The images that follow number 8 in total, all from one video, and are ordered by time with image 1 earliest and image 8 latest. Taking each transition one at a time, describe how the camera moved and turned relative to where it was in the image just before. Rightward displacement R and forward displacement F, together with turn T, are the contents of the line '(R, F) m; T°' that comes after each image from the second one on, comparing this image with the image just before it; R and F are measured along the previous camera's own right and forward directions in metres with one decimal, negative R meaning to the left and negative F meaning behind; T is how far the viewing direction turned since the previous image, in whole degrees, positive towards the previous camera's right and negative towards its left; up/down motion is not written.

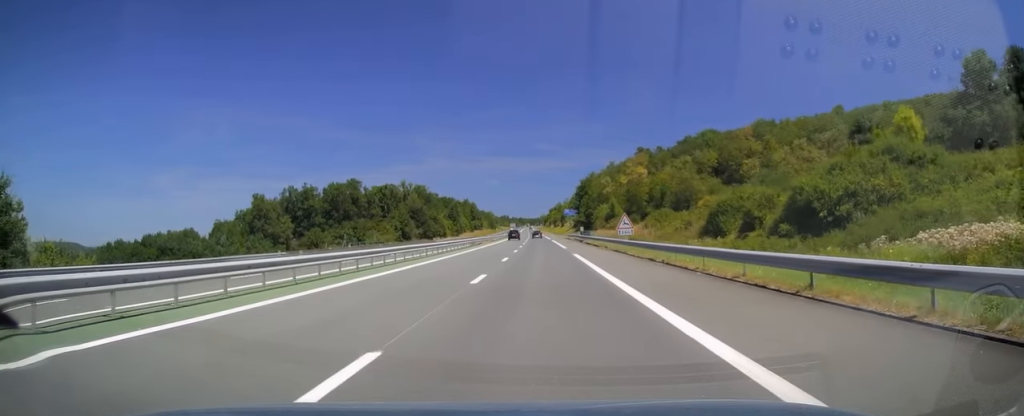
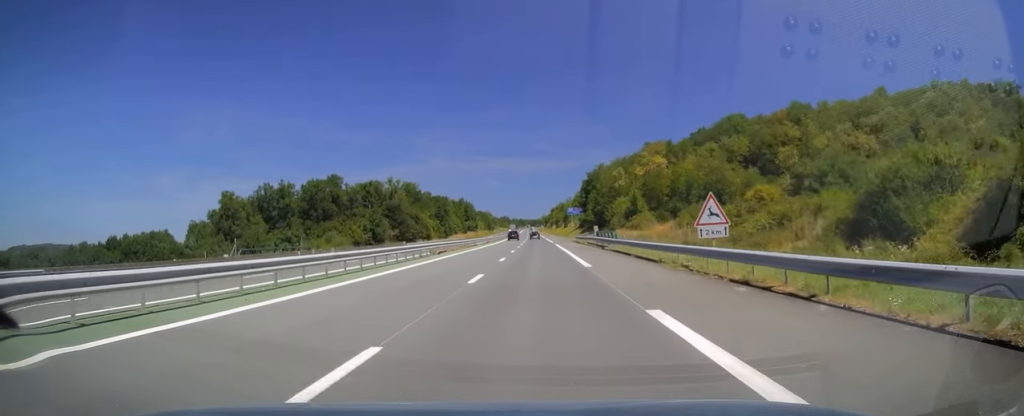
(0.0, +25.1) m; 0°
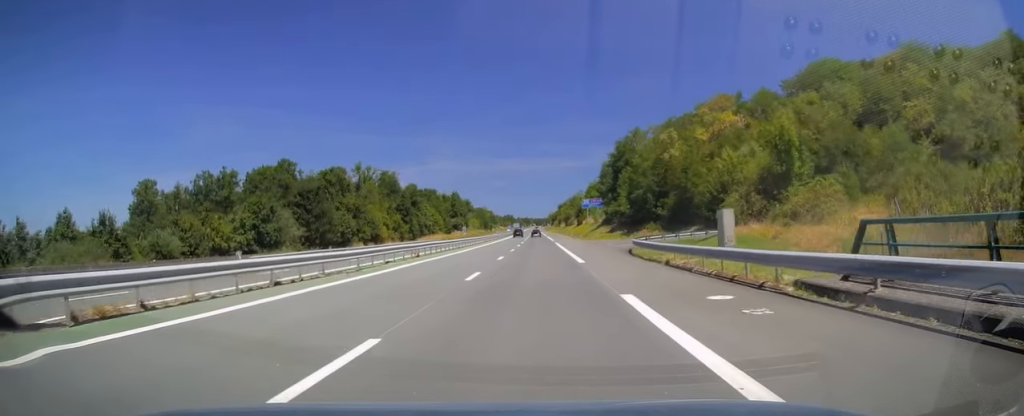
(-0.4, +50.0) m; -1°
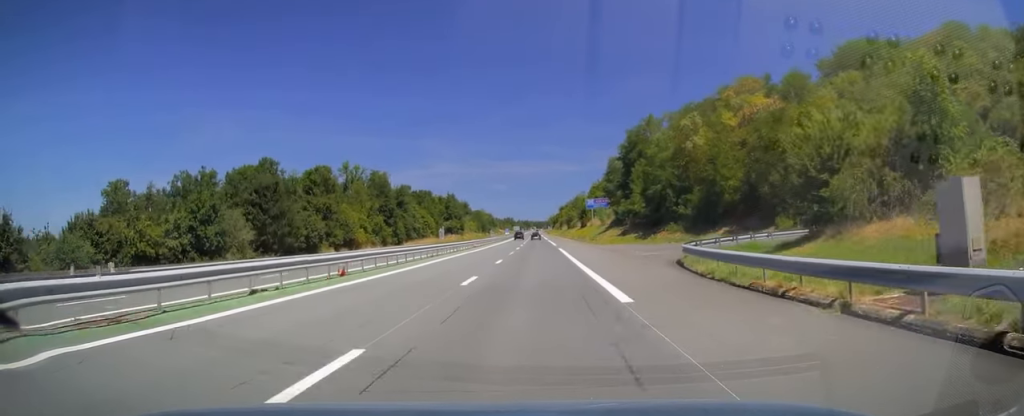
(0.0, +13.2) m; 0°
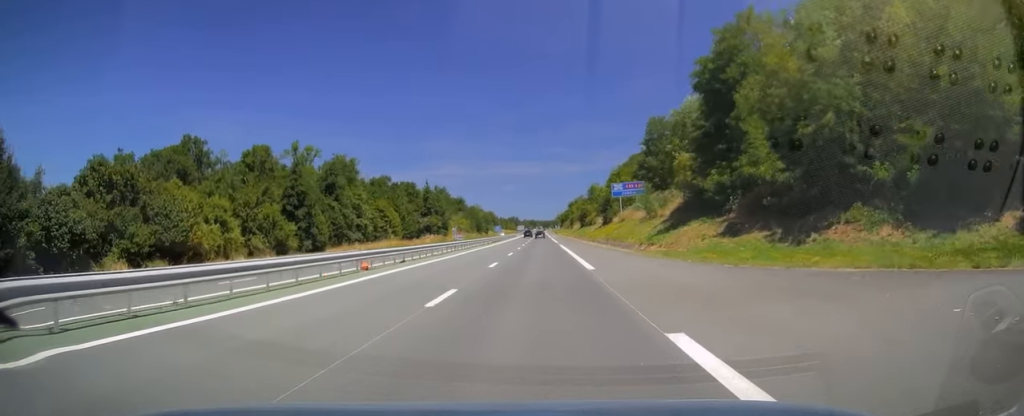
(-0.1, +43.2) m; 0°
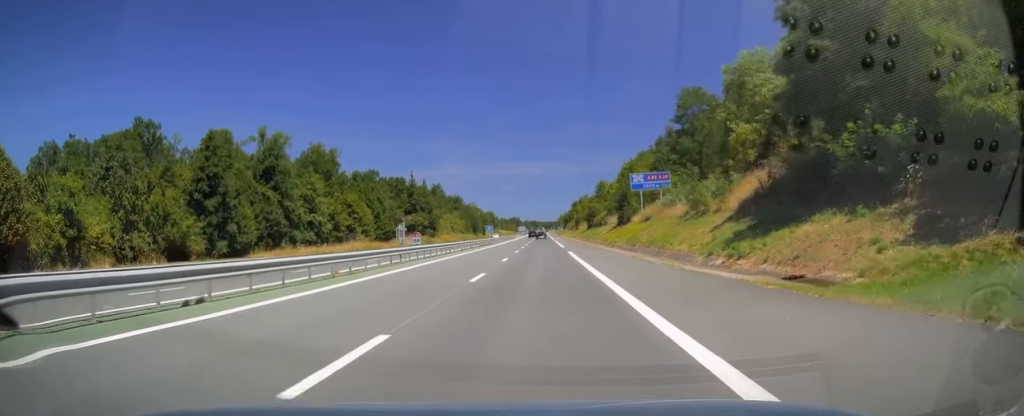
(-0.1, +19.1) m; 0°
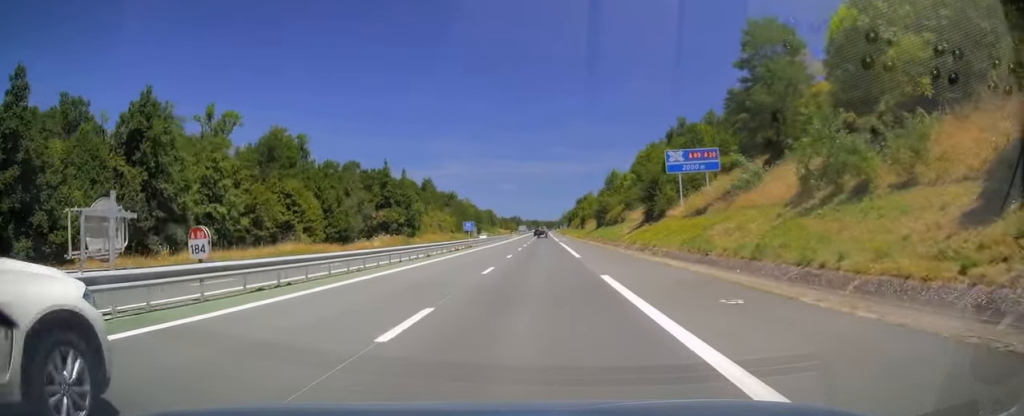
(-0.1, +22.6) m; 0°
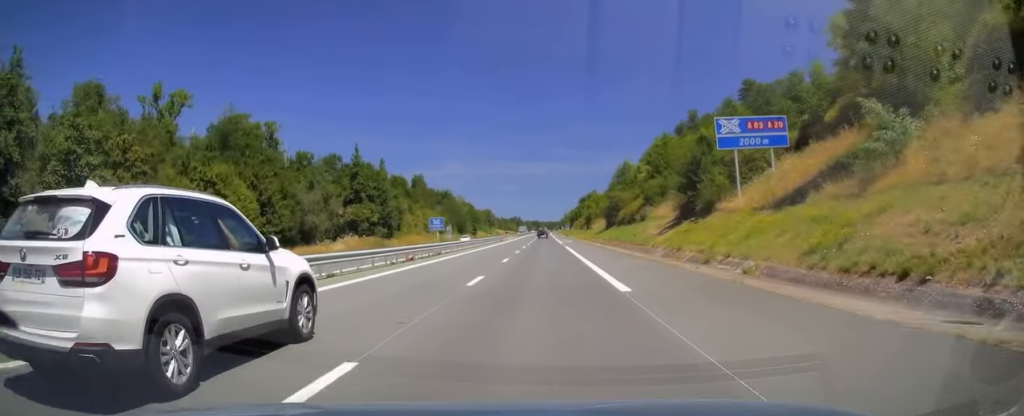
(-0.1, +17.1) m; 0°
